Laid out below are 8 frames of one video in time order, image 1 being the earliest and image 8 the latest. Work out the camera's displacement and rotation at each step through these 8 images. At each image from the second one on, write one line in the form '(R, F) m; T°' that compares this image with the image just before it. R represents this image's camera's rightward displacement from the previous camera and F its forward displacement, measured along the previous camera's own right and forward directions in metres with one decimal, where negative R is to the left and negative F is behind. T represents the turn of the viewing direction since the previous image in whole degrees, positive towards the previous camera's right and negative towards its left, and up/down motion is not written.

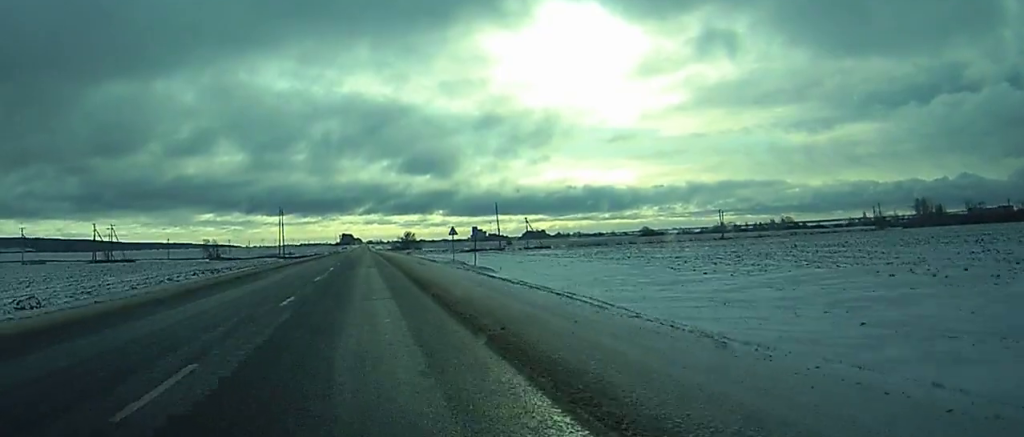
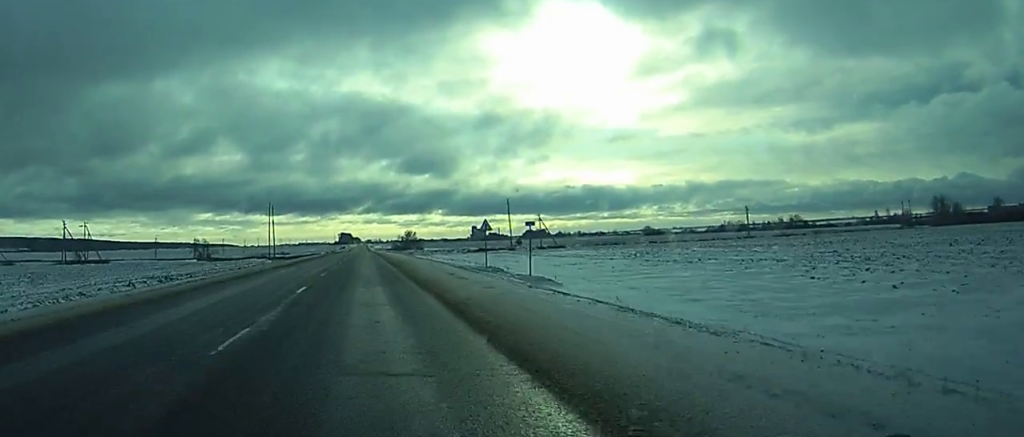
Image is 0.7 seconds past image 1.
(0.0, +20.1) m; 0°
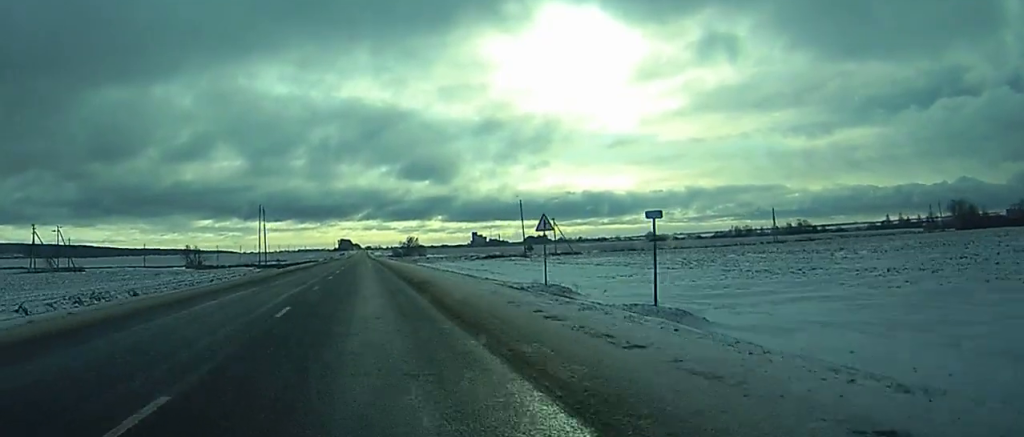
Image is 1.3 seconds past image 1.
(0.0, +17.2) m; 0°
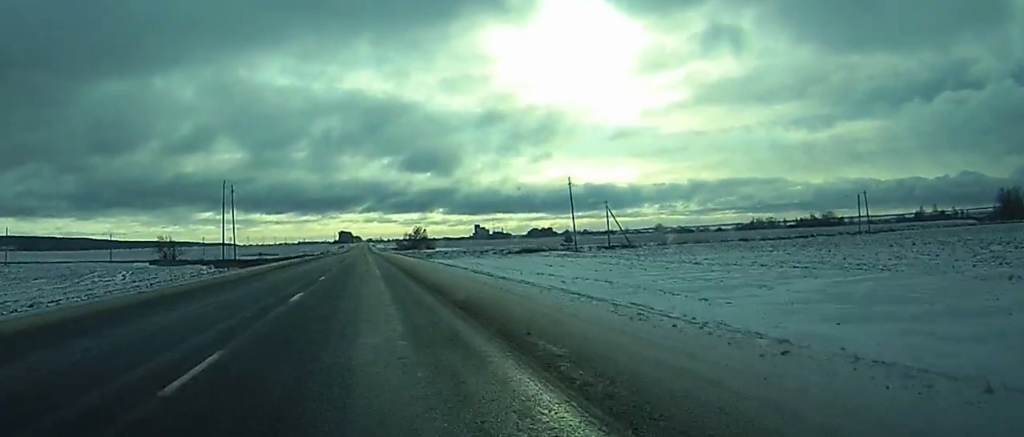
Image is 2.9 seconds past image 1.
(0.0, +44.9) m; 0°
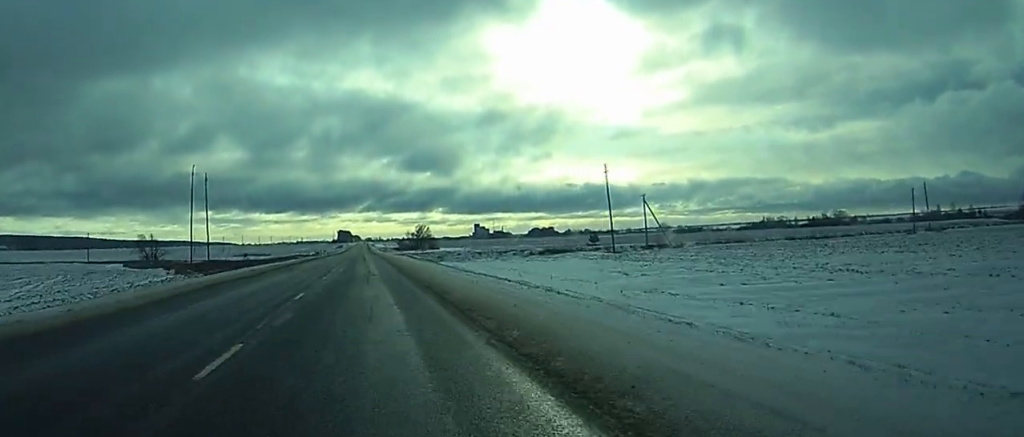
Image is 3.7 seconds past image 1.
(0.0, +22.8) m; 0°
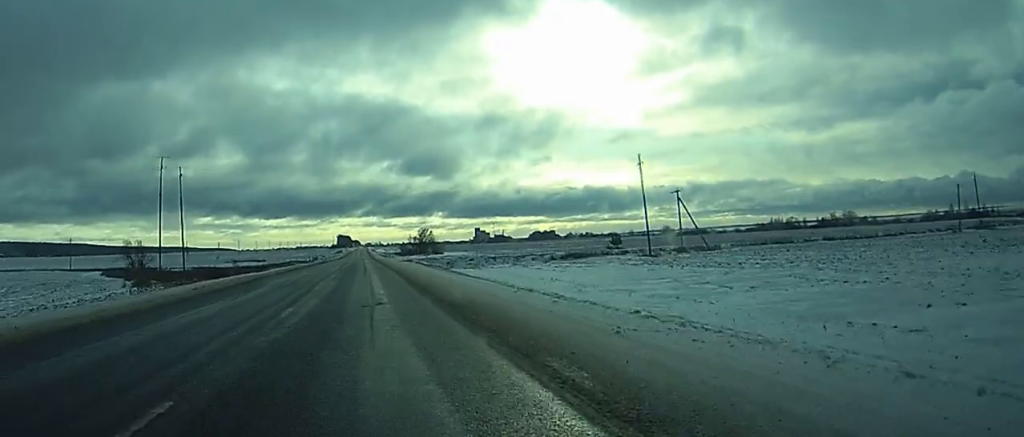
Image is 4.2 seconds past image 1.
(0.0, +16.1) m; 0°
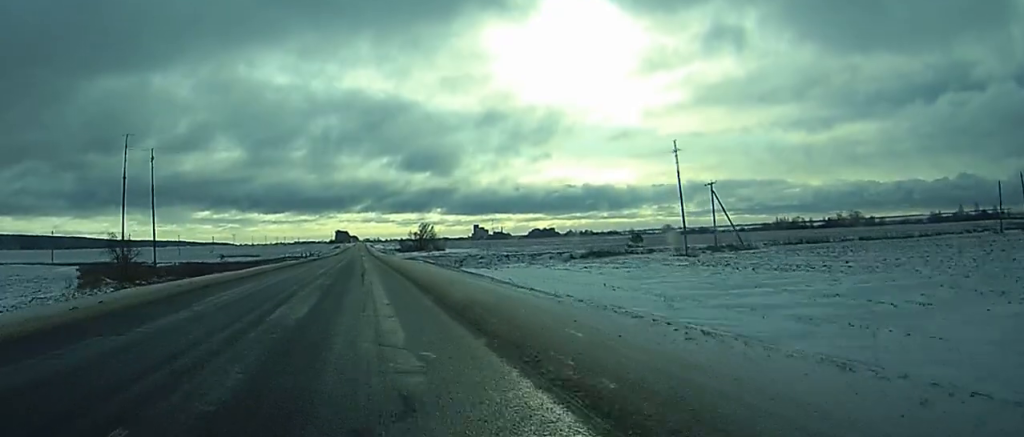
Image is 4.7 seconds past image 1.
(0.0, +13.2) m; 0°
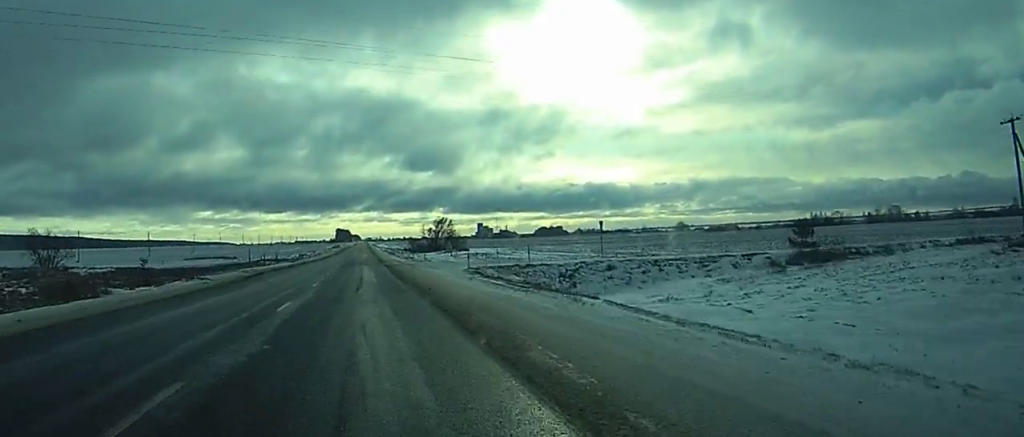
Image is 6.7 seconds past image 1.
(0.0, +57.5) m; 0°
